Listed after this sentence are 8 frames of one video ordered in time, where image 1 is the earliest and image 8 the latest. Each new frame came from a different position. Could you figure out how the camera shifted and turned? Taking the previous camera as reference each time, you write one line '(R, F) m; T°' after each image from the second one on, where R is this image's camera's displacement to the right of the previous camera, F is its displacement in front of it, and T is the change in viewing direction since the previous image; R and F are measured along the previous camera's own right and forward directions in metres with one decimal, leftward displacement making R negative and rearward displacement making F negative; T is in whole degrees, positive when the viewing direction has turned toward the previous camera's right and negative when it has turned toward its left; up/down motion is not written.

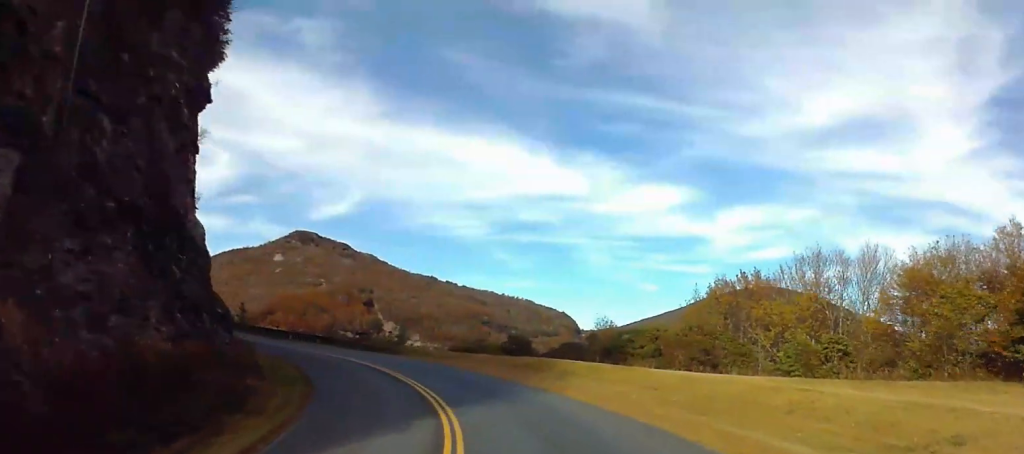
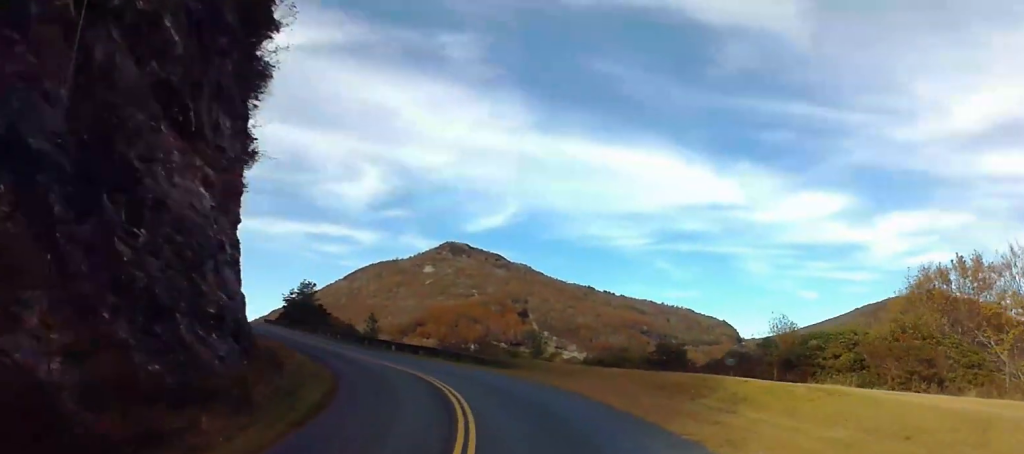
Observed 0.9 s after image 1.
(-0.8, +11.6) m; -9°
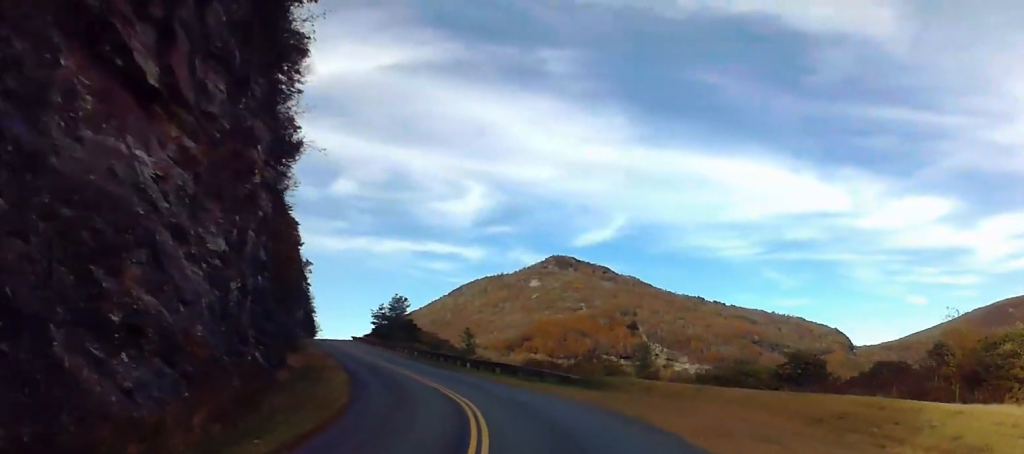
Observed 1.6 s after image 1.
(-0.8, +8.6) m; -5°
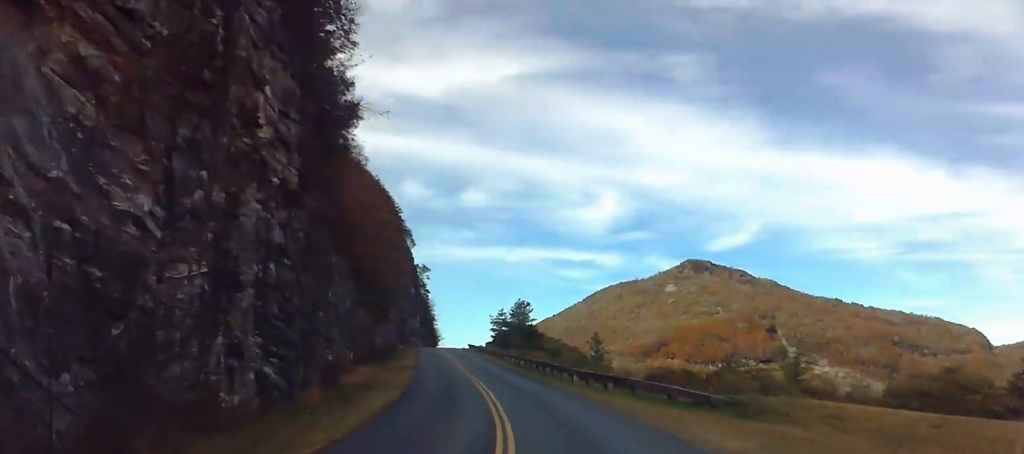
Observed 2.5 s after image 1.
(-0.6, +10.8) m; -7°
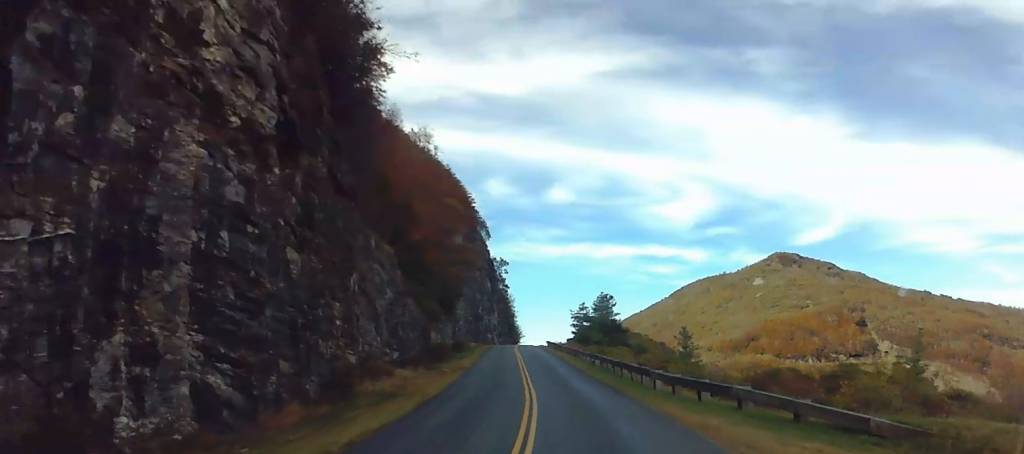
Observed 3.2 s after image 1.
(+0.1, +8.4) m; -5°
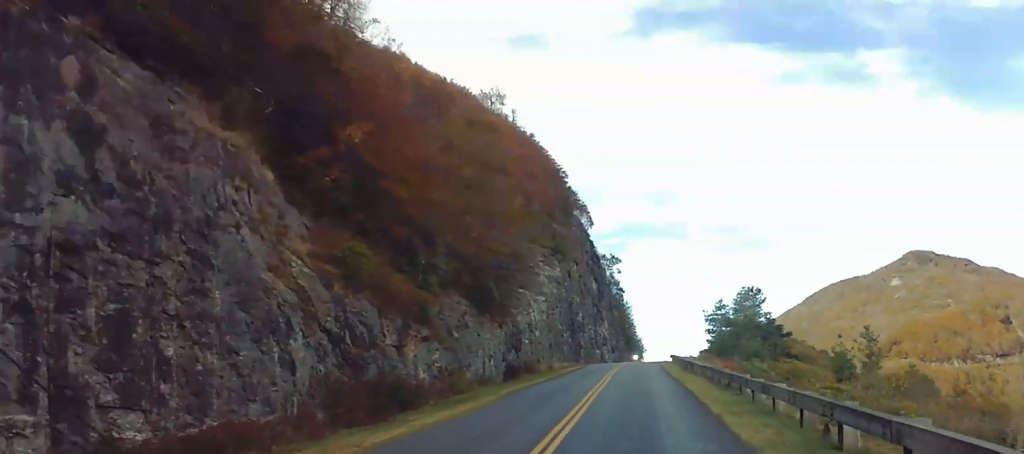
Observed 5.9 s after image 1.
(-4.5, +37.1) m; -12°
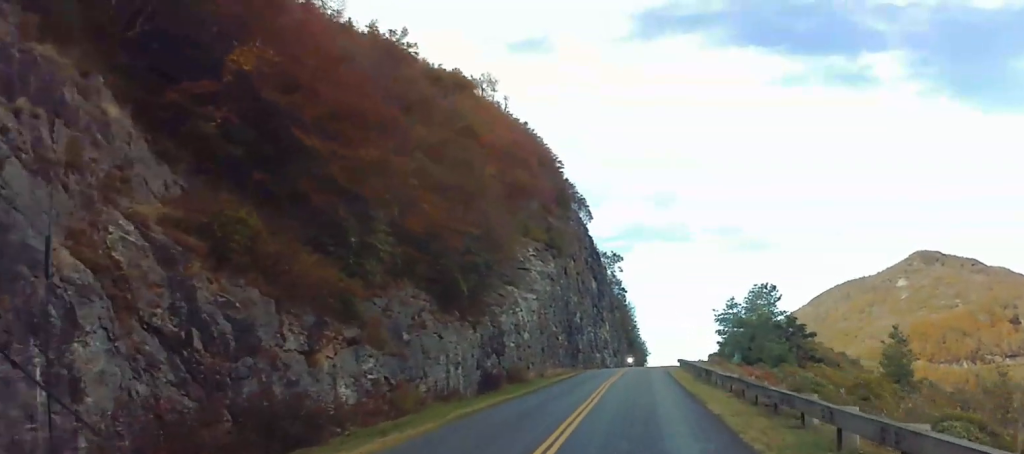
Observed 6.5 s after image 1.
(-0.3, +9.0) m; -1°
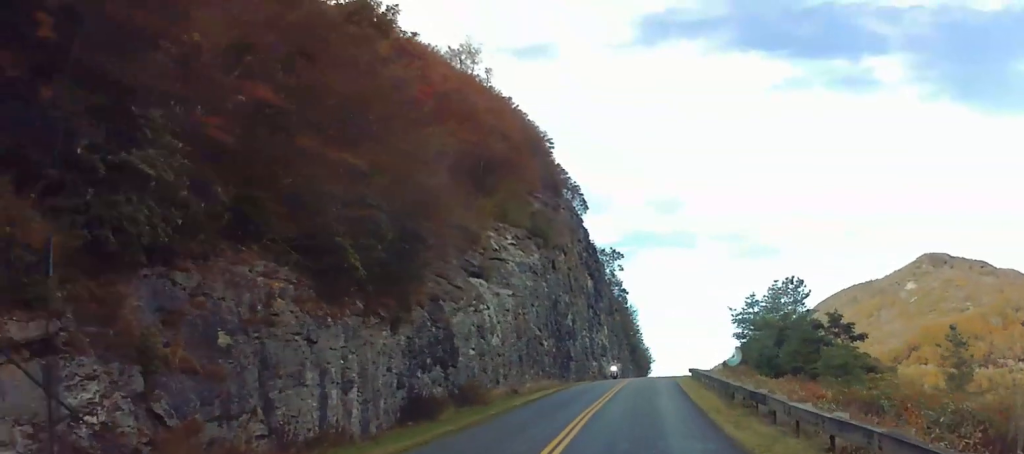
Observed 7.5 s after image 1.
(0.0, +14.2) m; +1°
